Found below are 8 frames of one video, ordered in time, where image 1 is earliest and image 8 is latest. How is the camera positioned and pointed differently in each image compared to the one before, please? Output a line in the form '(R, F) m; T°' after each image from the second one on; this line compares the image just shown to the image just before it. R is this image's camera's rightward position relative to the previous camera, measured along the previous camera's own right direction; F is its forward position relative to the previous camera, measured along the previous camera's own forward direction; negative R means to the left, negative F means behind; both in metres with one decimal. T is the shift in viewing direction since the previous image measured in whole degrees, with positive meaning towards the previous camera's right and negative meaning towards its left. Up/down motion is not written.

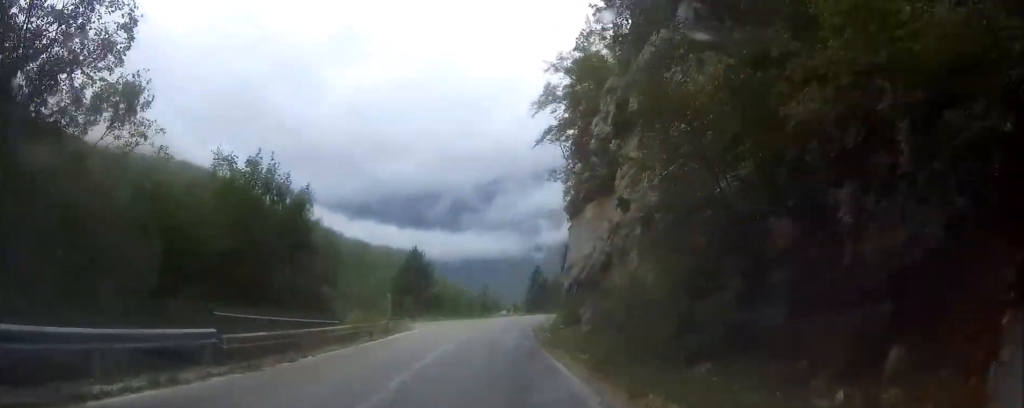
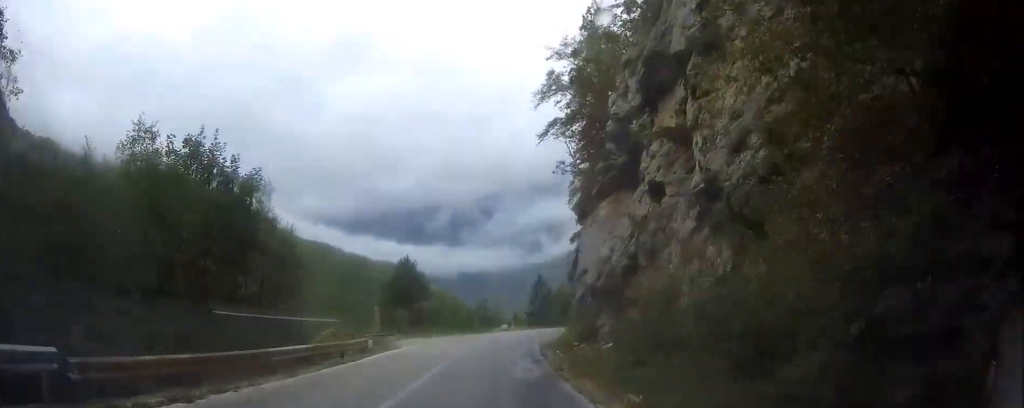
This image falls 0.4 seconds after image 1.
(0.0, +5.5) m; 0°
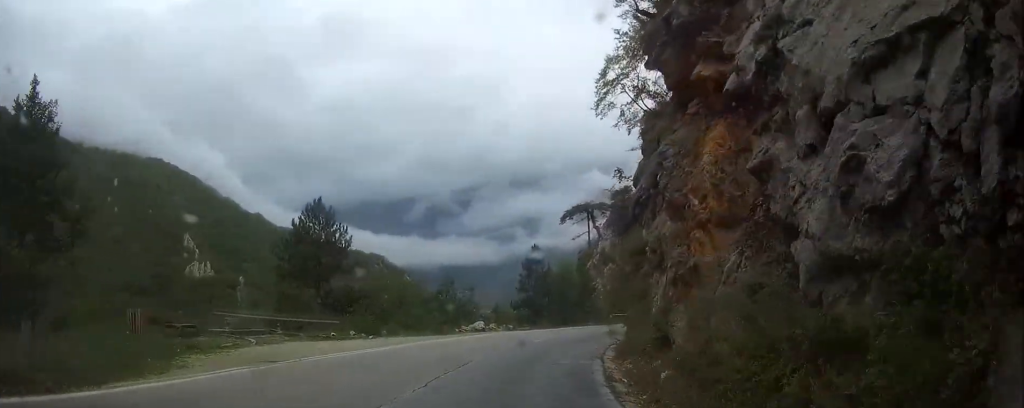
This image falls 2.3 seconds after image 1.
(+0.7, +24.4) m; +5°
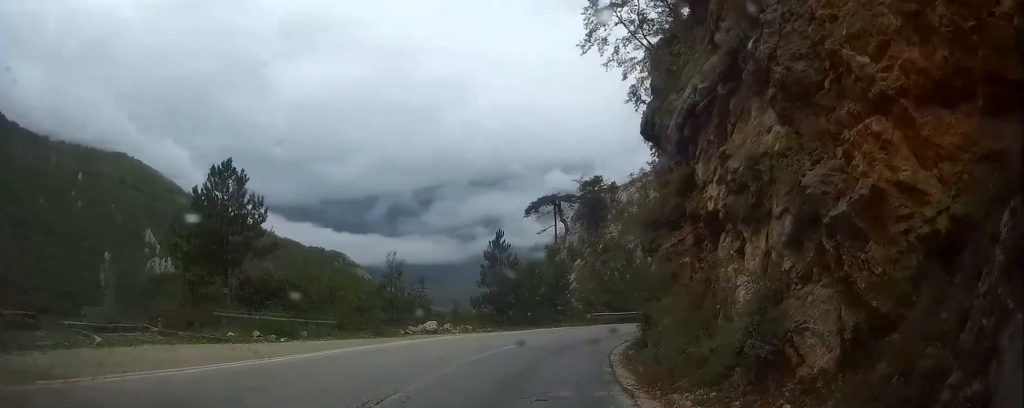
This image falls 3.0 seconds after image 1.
(+0.1, +8.1) m; +3°
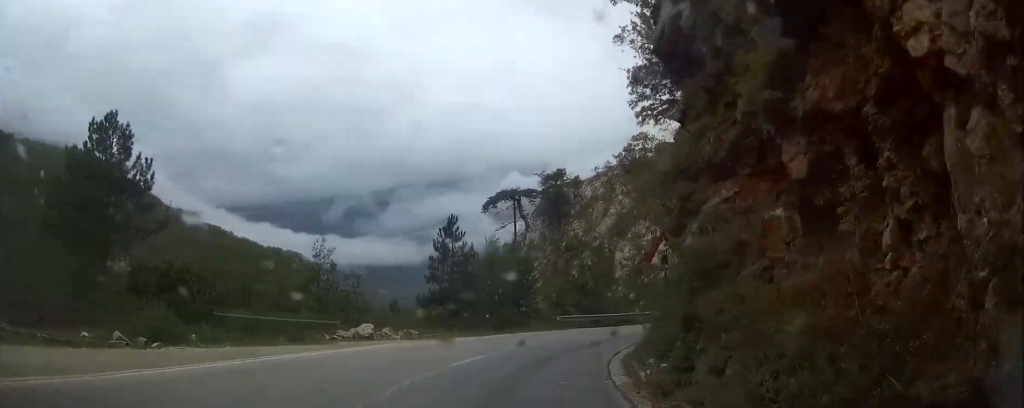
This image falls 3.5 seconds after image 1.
(+0.1, +6.7) m; +3°
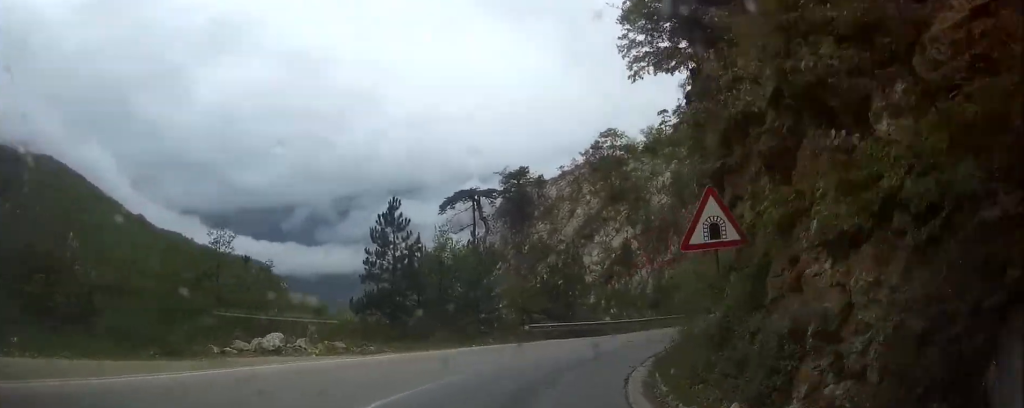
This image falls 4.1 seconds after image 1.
(+0.1, +7.0) m; +4°
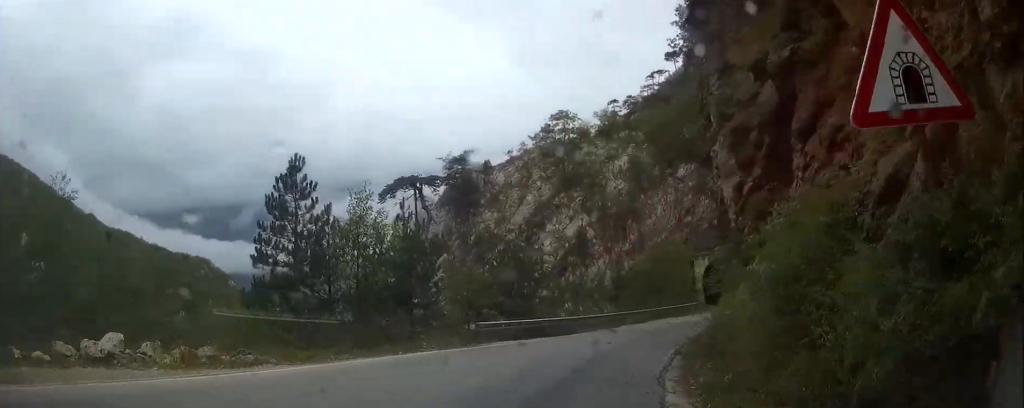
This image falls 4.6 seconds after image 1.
(+0.3, +6.9) m; +7°
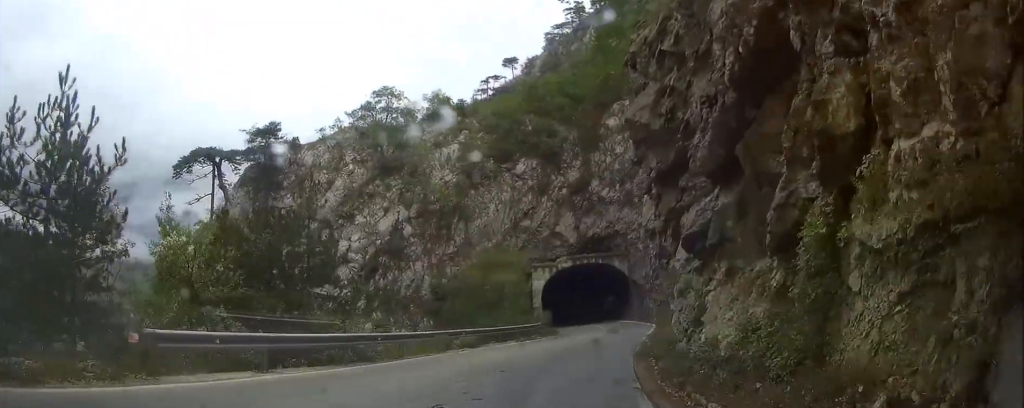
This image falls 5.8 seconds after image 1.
(+1.7, +13.6) m; +14°
